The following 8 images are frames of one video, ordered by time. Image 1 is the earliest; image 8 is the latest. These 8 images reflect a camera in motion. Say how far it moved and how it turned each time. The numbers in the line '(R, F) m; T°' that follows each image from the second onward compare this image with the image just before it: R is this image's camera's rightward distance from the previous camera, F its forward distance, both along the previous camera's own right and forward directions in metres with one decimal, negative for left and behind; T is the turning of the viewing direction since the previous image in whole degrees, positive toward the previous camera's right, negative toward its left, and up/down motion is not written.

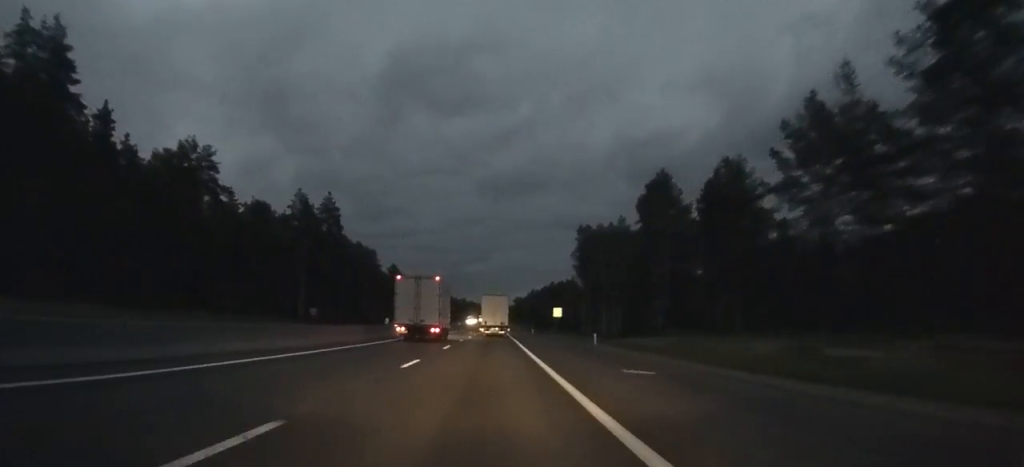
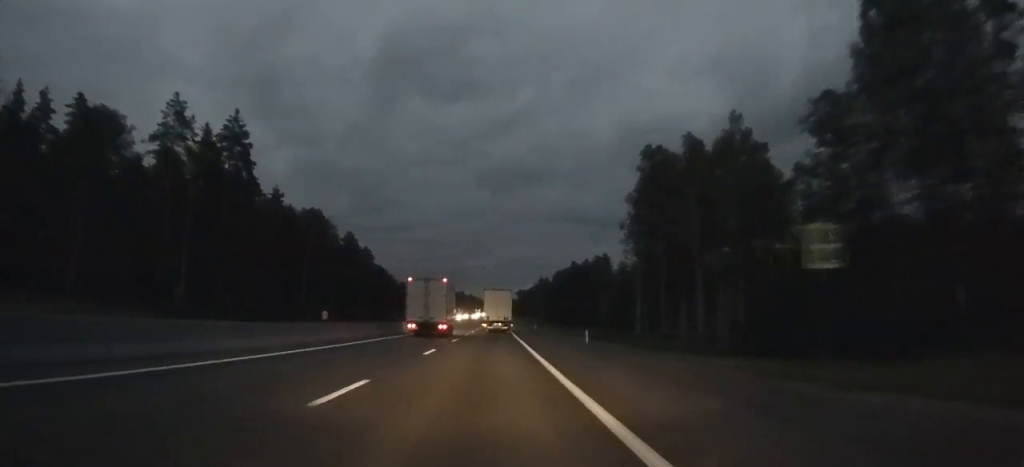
(+0.2, +54.1) m; 0°
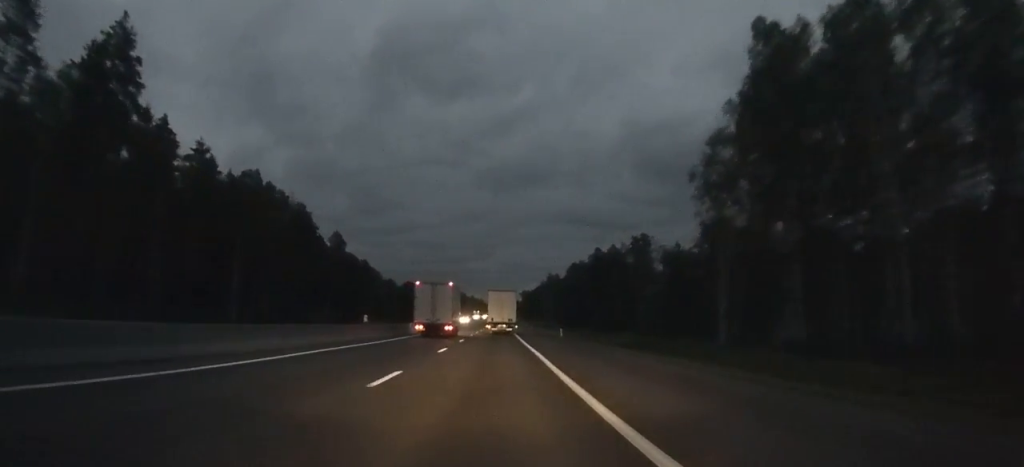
(-0.2, +32.8) m; 0°
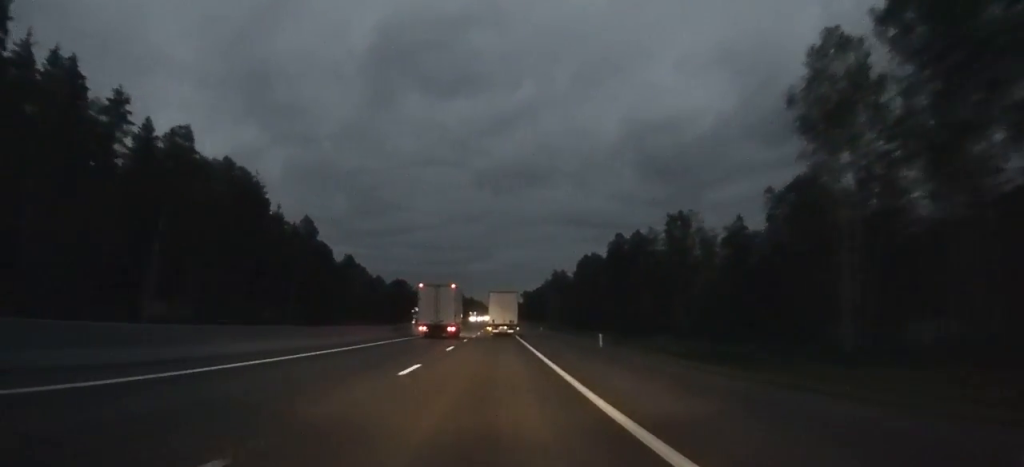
(0.0, +20.9) m; 0°
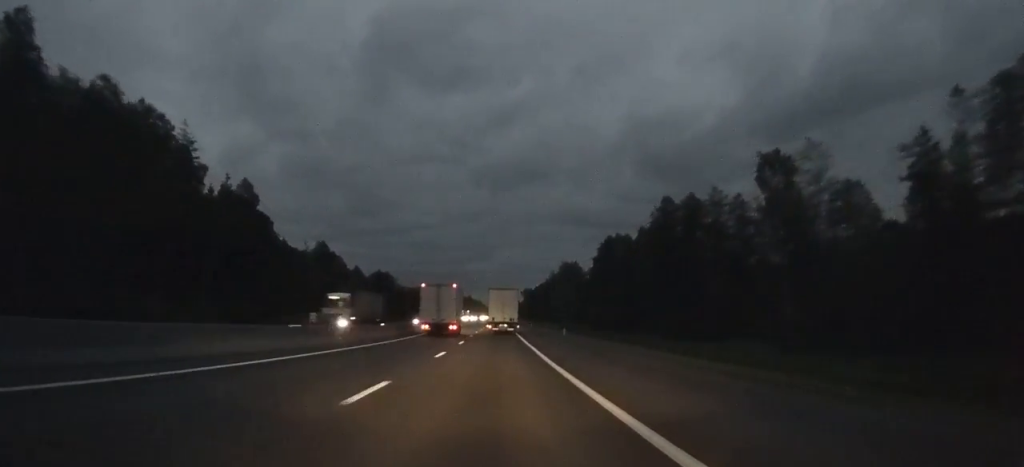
(-0.2, +28.6) m; 0°
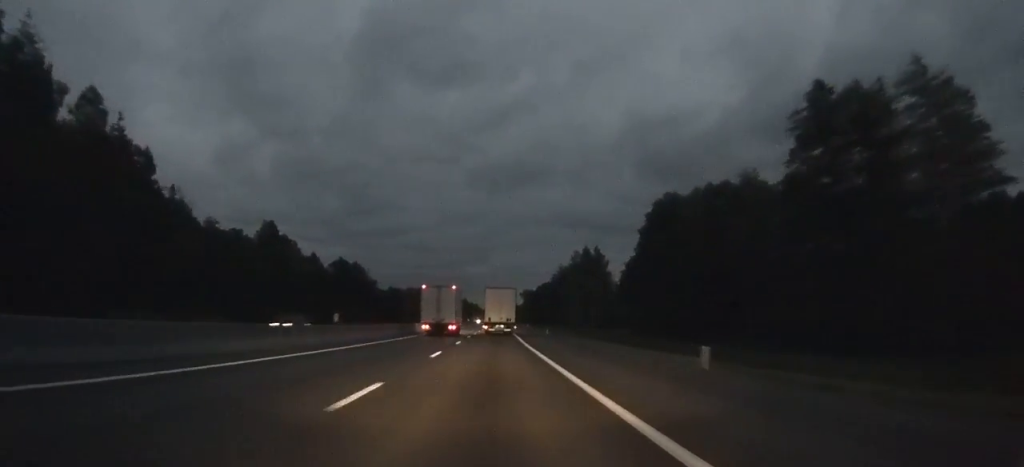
(+0.1, +36.2) m; +1°
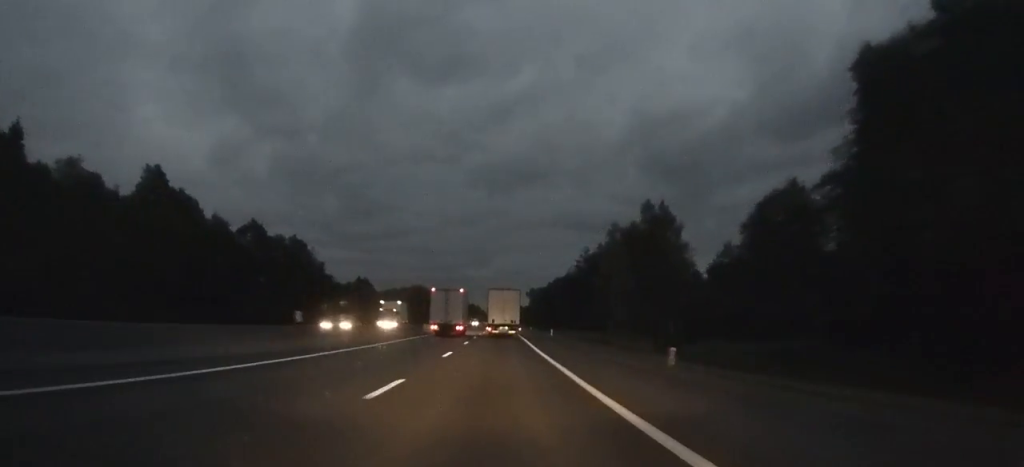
(+0.4, +46.5) m; 0°
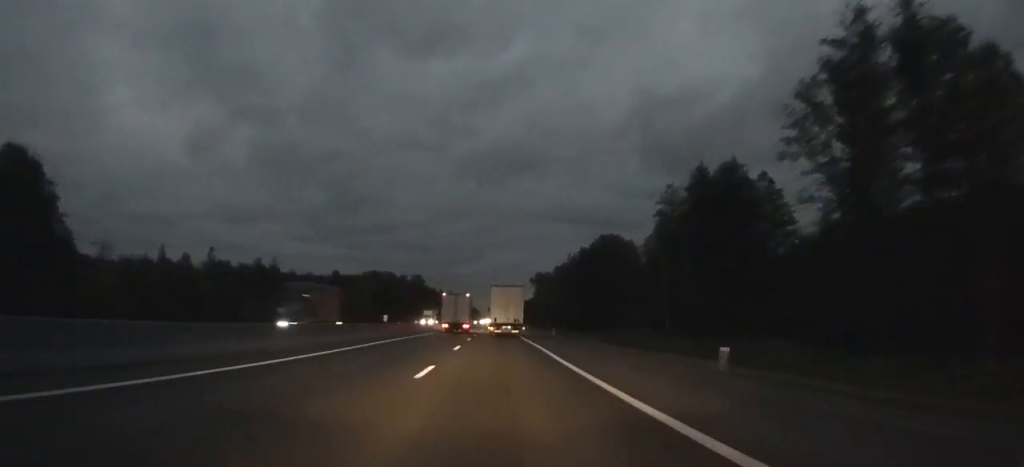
(-0.6, +105.4) m; 0°
